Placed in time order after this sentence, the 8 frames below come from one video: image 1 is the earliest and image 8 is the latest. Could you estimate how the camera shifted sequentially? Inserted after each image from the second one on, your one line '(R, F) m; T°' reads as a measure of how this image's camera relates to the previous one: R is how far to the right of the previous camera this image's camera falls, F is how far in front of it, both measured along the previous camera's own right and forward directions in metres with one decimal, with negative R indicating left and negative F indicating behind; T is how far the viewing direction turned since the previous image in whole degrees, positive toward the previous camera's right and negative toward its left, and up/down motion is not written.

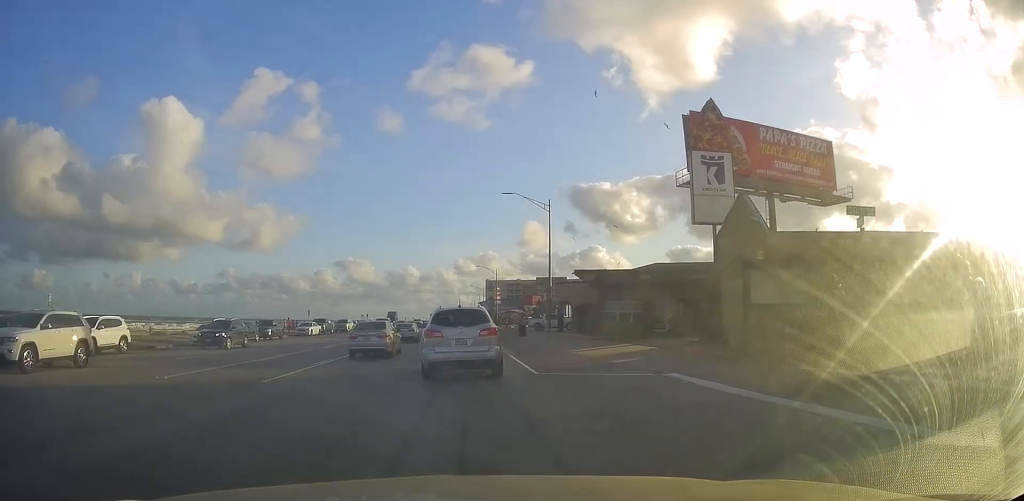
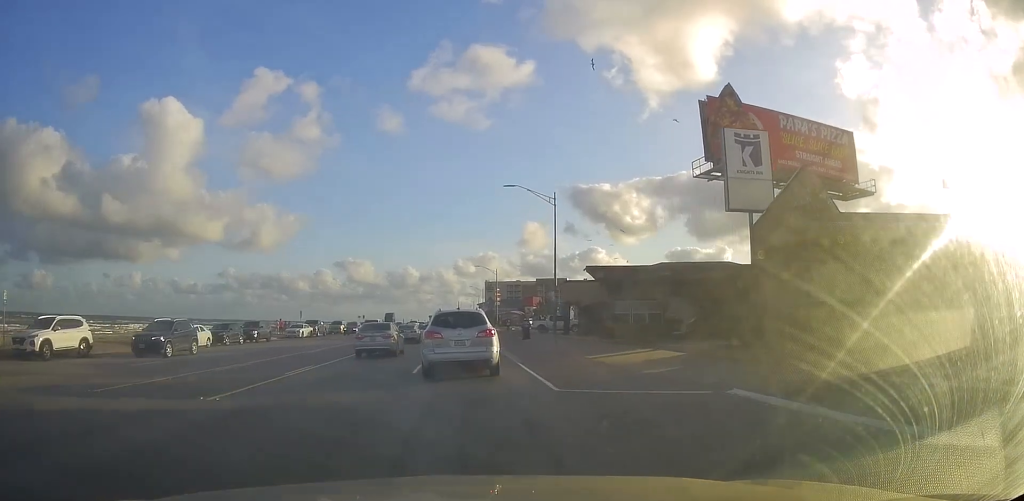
(+0.3, +3.3) m; 0°
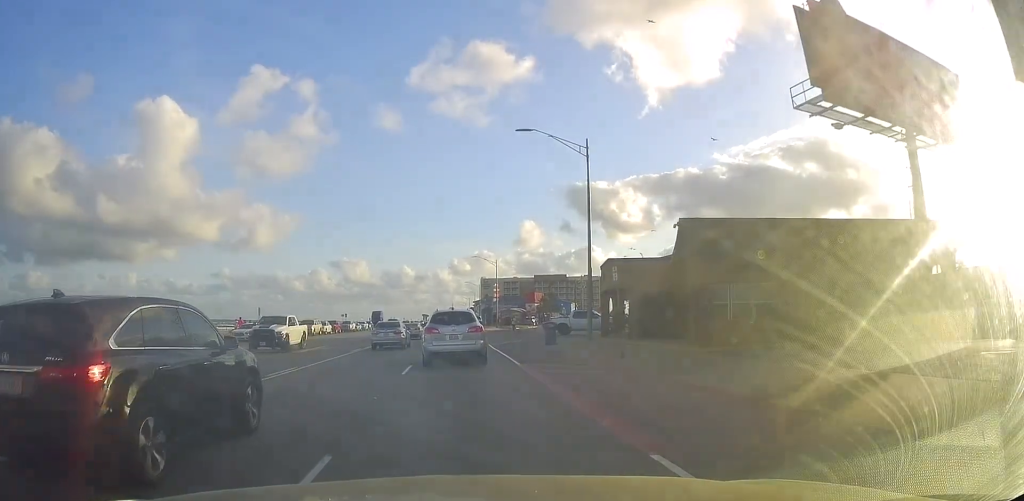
(-0.2, +13.4) m; +2°
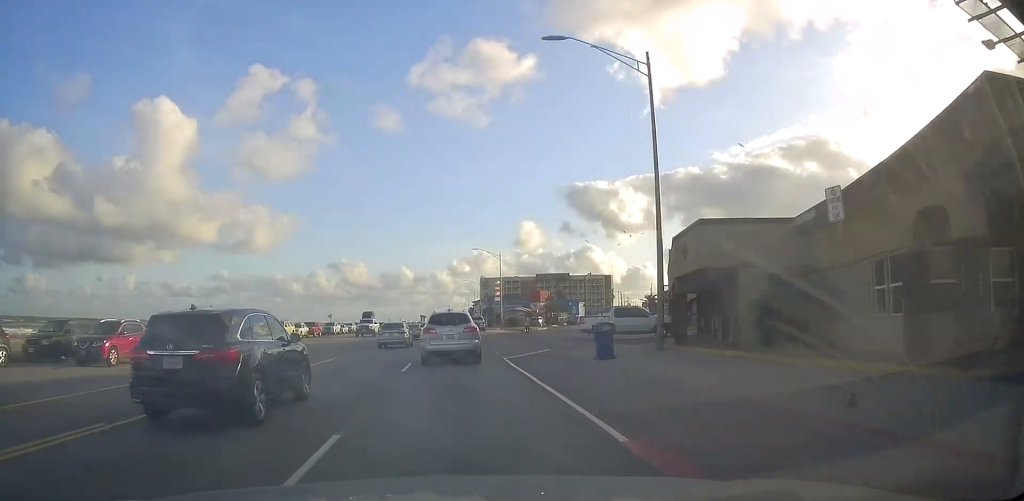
(+0.2, +10.7) m; 0°
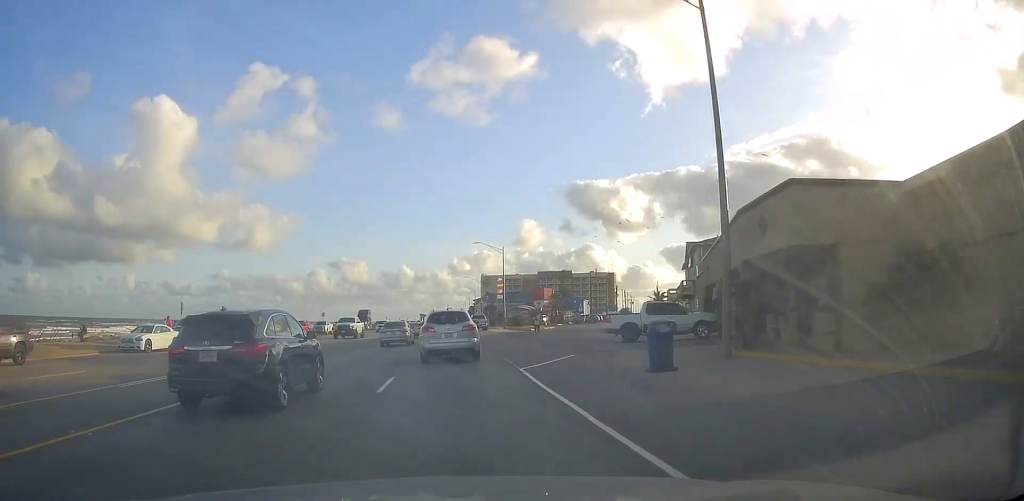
(0.0, +4.9) m; -1°
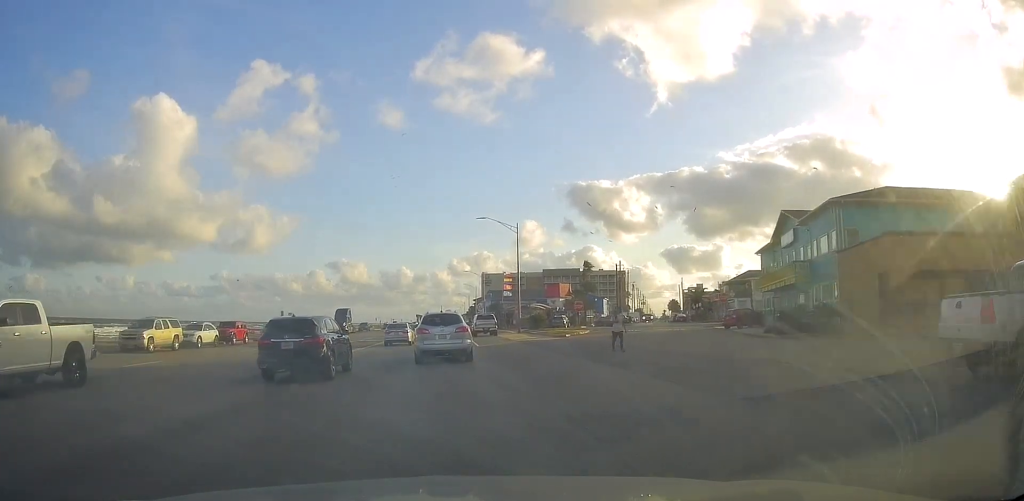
(-0.5, +20.0) m; -1°
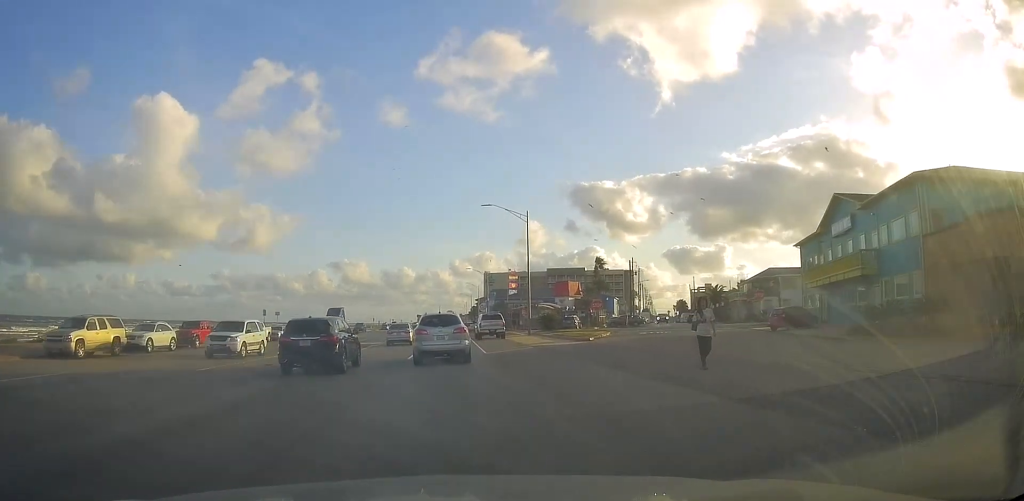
(+0.2, +6.9) m; +2°
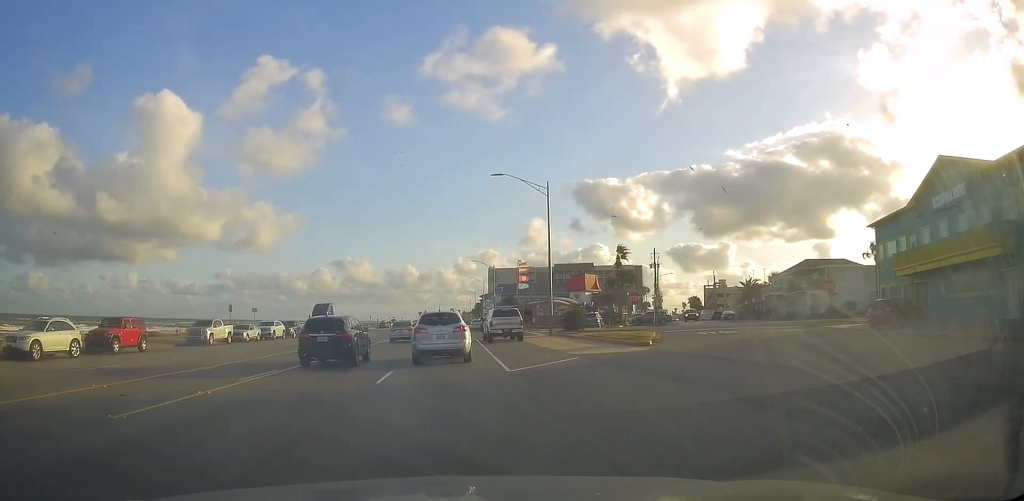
(+0.1, +10.2) m; -2°
